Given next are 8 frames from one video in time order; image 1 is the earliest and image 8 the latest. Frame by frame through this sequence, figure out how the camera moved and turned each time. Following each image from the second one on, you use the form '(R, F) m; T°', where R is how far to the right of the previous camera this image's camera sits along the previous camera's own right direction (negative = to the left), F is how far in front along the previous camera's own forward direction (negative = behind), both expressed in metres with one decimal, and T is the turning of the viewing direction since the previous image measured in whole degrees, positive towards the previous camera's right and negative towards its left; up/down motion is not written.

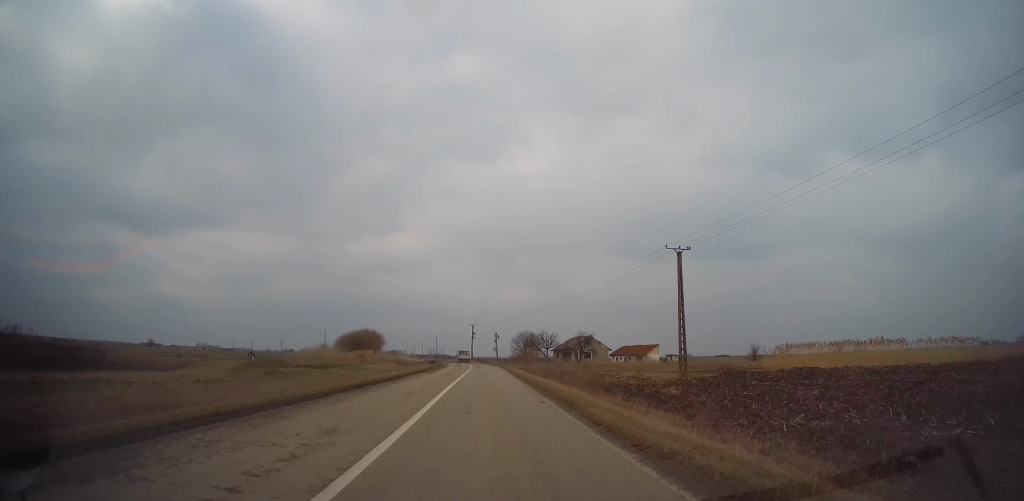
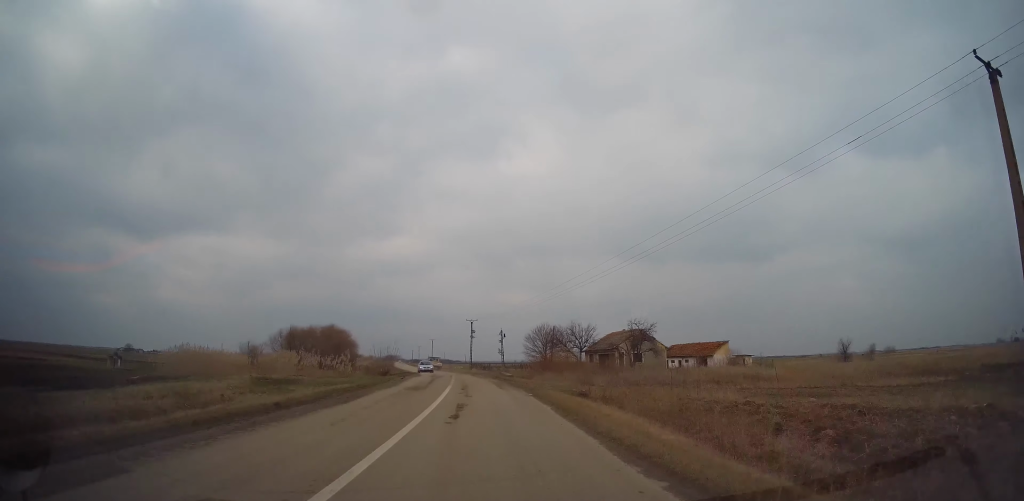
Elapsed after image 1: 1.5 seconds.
(-0.1, +38.7) m; -1°
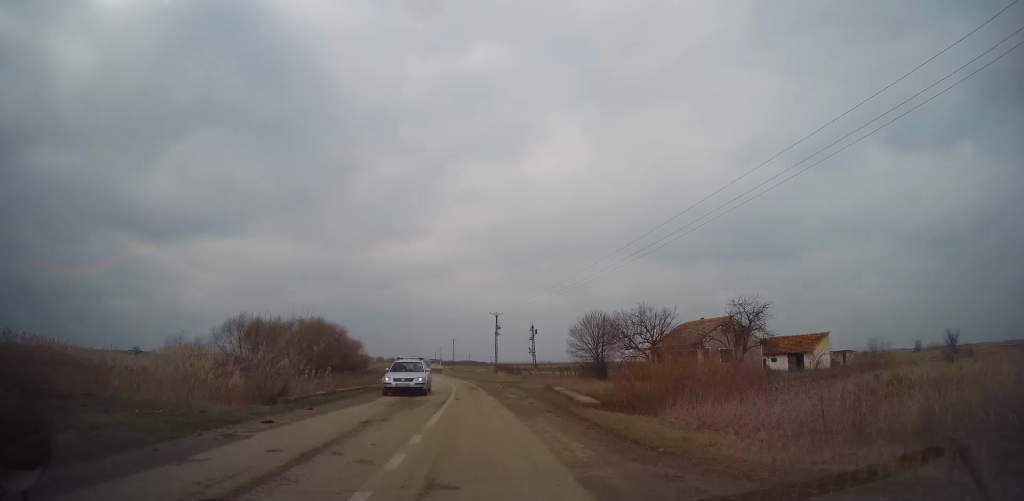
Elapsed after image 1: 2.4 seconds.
(-0.1, +23.4) m; -2°
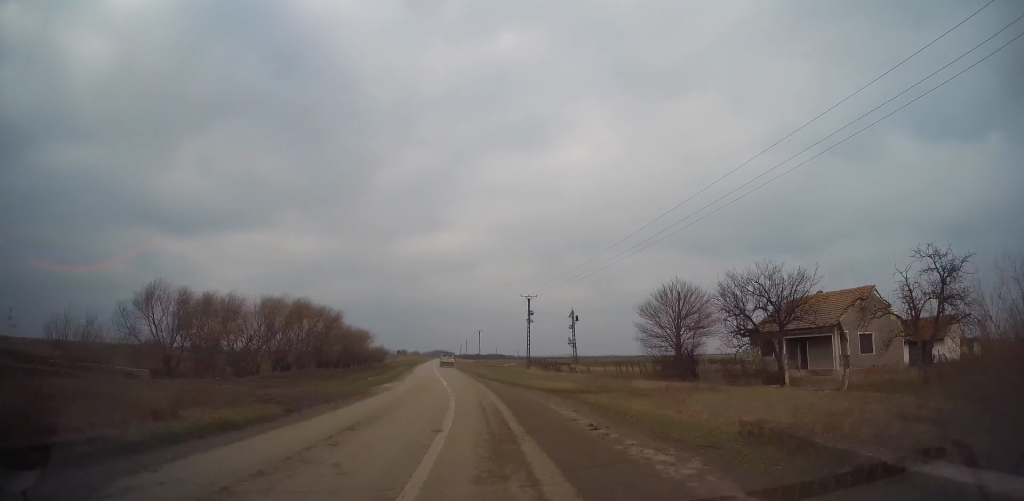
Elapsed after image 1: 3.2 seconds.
(-0.2, +19.2) m; -2°
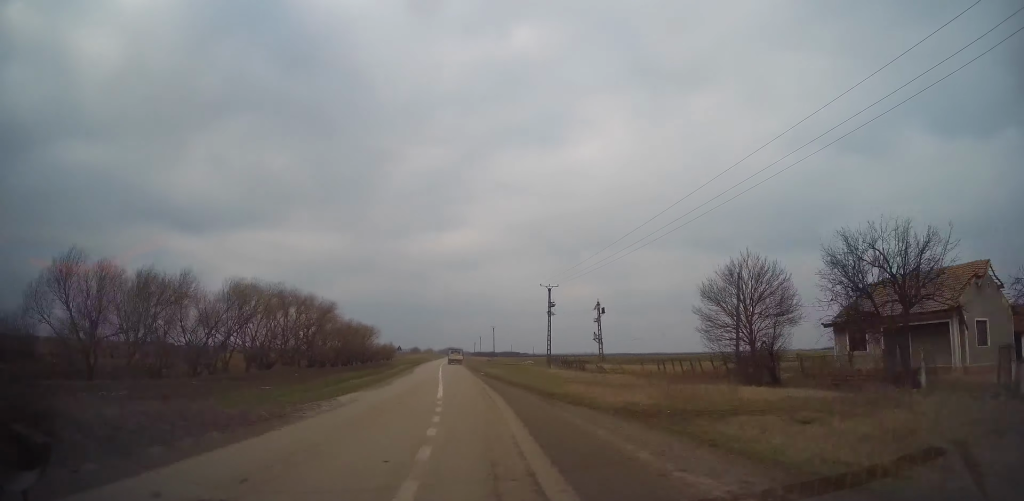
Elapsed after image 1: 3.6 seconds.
(-0.3, +10.1) m; -1°
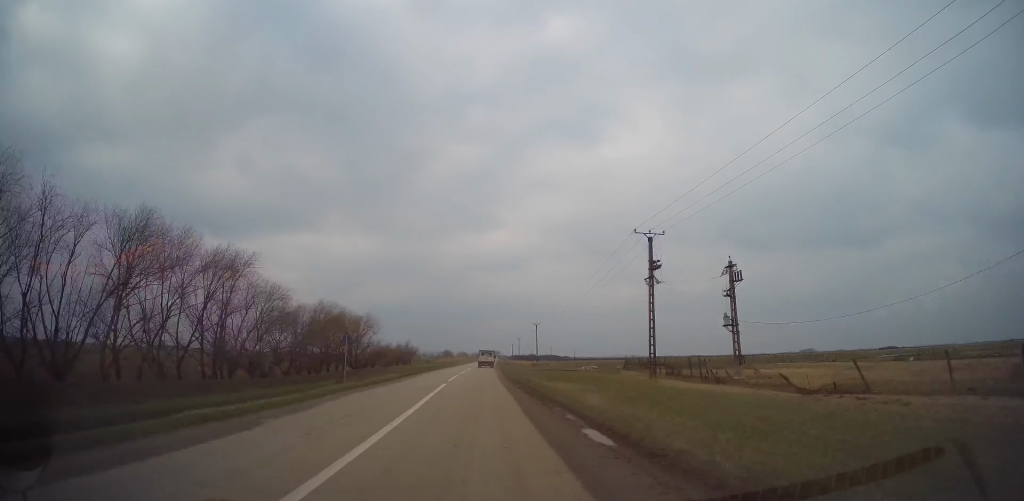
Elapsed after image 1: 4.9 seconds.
(-1.0, +34.5) m; -3°
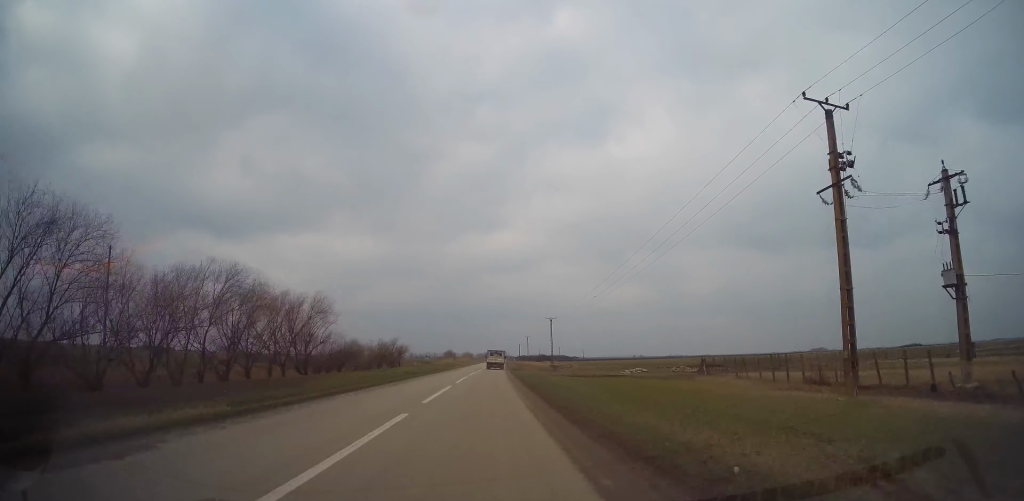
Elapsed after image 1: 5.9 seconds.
(-0.5, +25.4) m; -1°
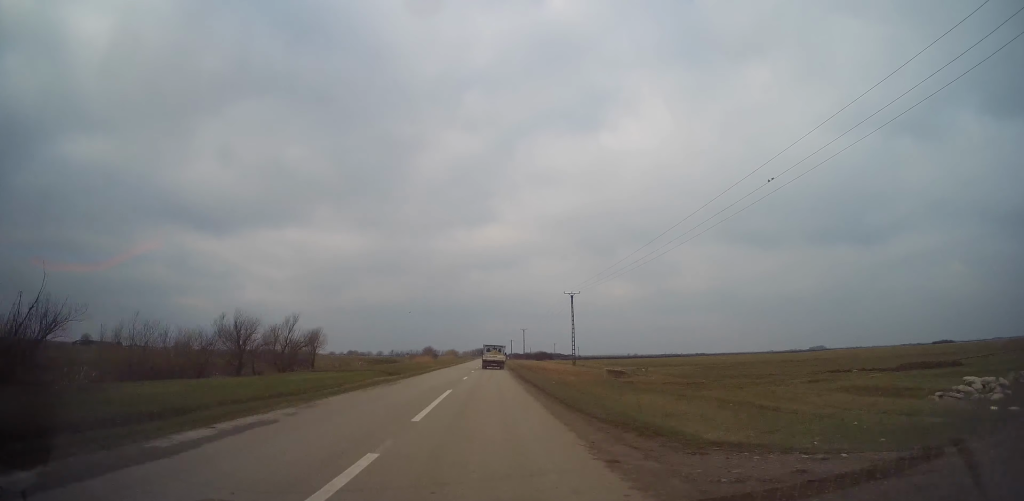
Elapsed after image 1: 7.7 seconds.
(-0.5, +52.2) m; 0°
